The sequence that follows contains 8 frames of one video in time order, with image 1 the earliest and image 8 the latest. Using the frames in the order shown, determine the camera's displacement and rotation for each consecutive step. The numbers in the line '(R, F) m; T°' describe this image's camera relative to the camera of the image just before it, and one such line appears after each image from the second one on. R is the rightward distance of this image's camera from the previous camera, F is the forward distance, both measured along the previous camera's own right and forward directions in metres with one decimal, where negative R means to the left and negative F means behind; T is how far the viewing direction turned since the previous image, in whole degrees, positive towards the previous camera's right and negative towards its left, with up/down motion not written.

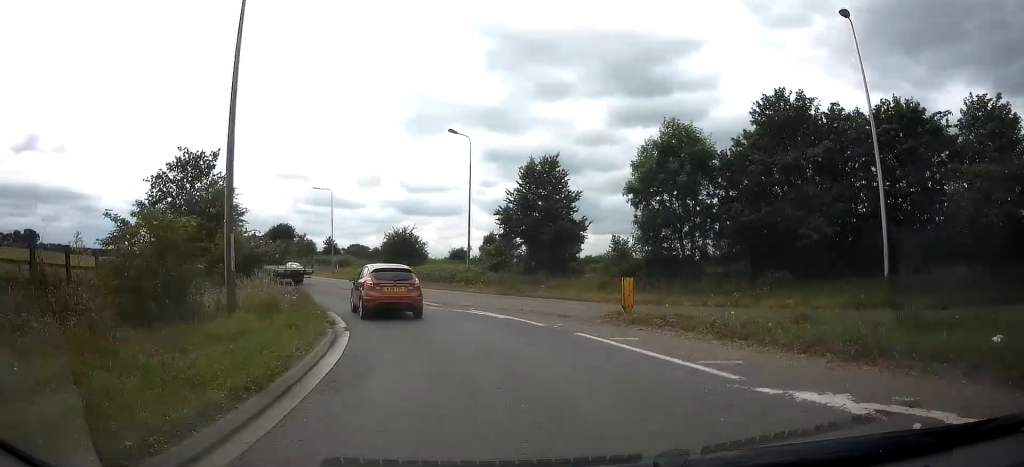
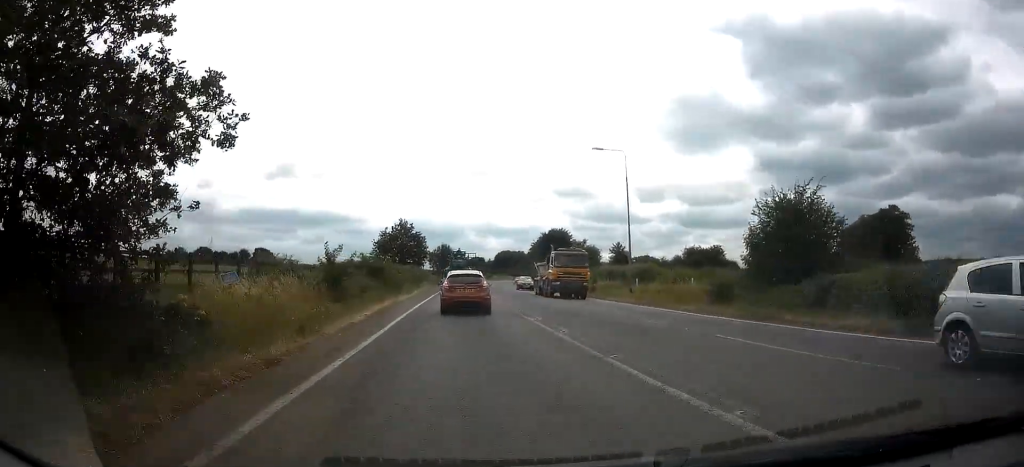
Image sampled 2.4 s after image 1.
(-8.3, +28.6) m; -27°
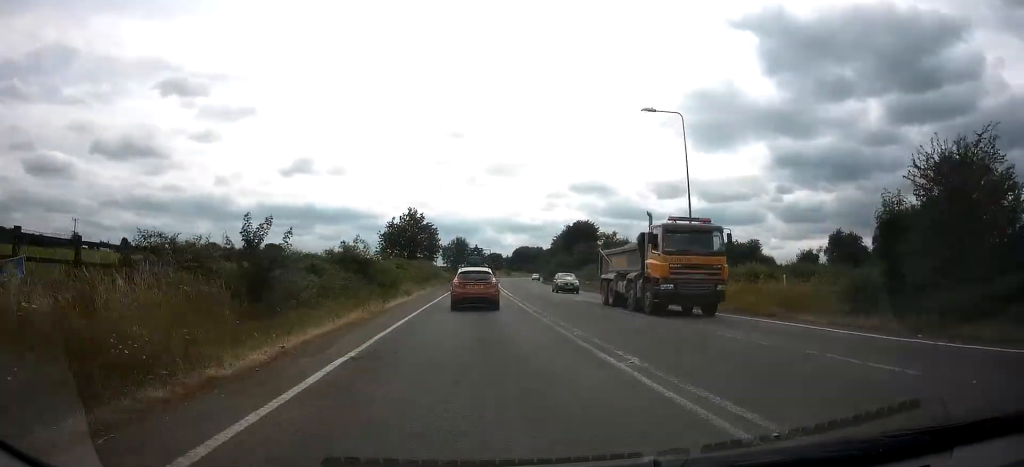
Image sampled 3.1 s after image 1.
(-0.3, +9.2) m; -2°
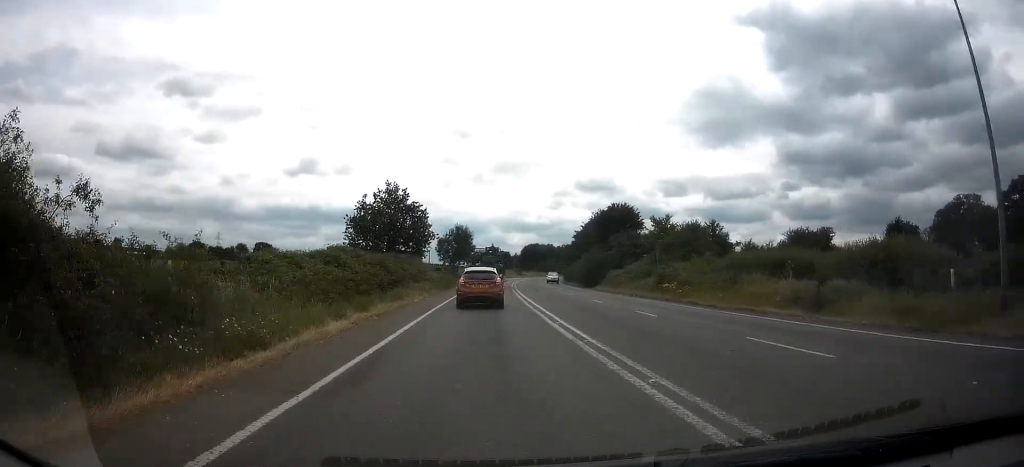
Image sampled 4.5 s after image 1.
(-0.4, +21.4) m; -1°
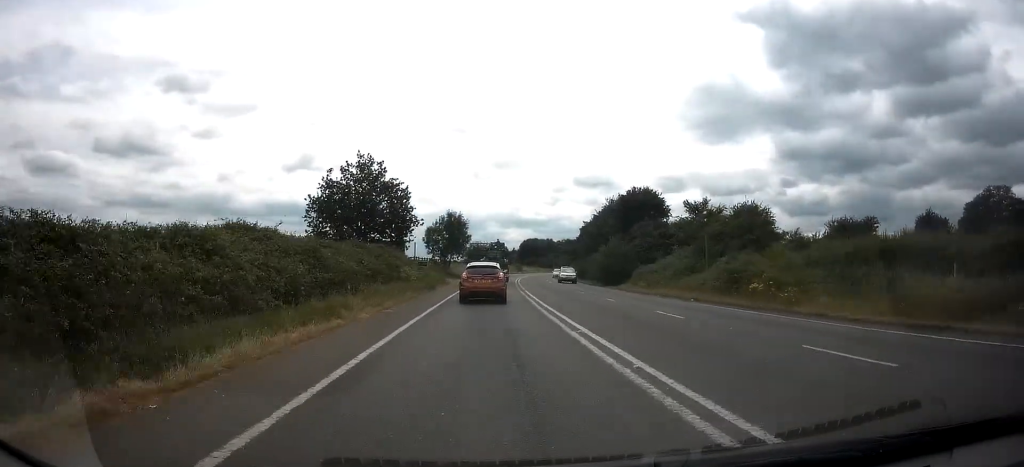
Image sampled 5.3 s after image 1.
(0.0, +11.5) m; 0°
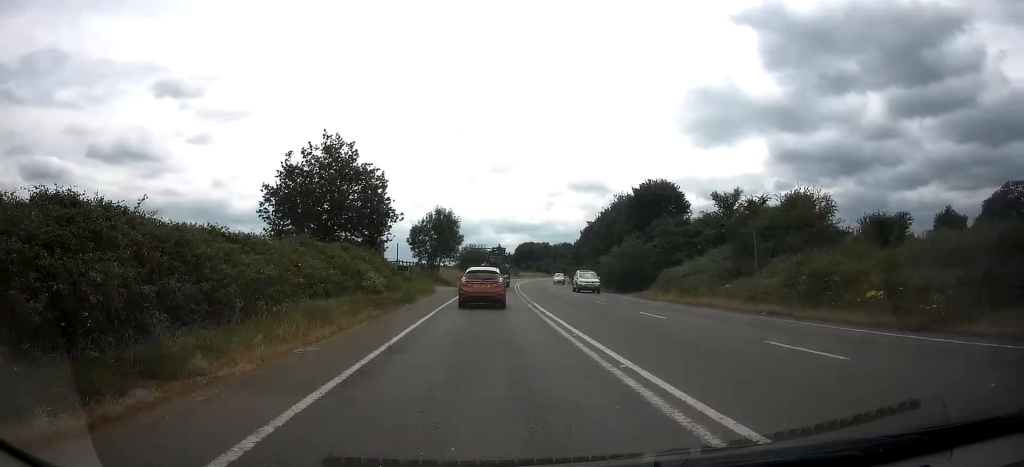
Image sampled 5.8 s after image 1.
(0.0, +8.0) m; 0°
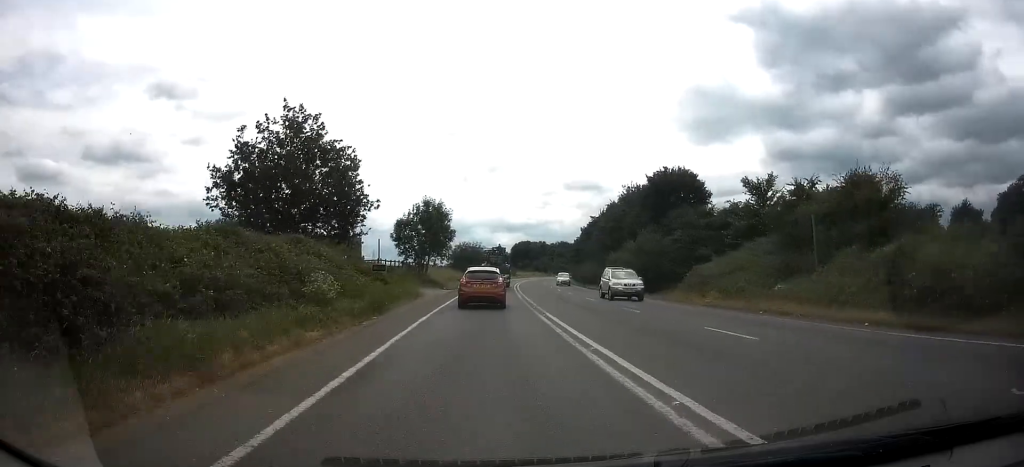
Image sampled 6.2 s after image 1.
(0.0, +6.6) m; 0°
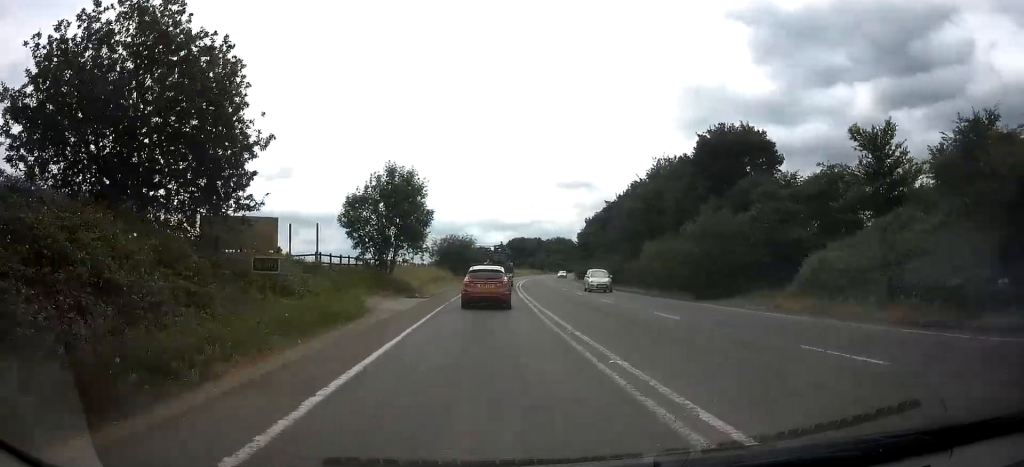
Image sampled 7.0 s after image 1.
(0.0, +13.9) m; 0°
